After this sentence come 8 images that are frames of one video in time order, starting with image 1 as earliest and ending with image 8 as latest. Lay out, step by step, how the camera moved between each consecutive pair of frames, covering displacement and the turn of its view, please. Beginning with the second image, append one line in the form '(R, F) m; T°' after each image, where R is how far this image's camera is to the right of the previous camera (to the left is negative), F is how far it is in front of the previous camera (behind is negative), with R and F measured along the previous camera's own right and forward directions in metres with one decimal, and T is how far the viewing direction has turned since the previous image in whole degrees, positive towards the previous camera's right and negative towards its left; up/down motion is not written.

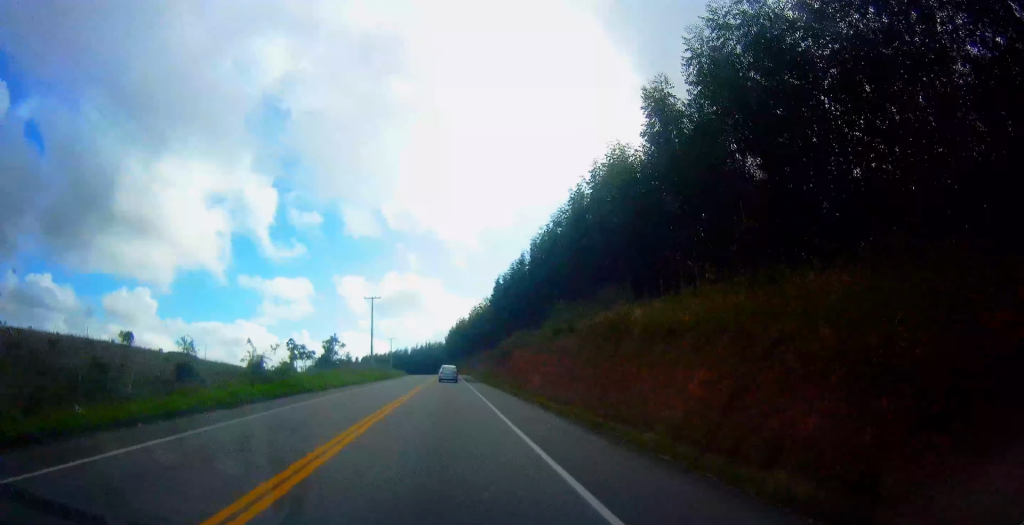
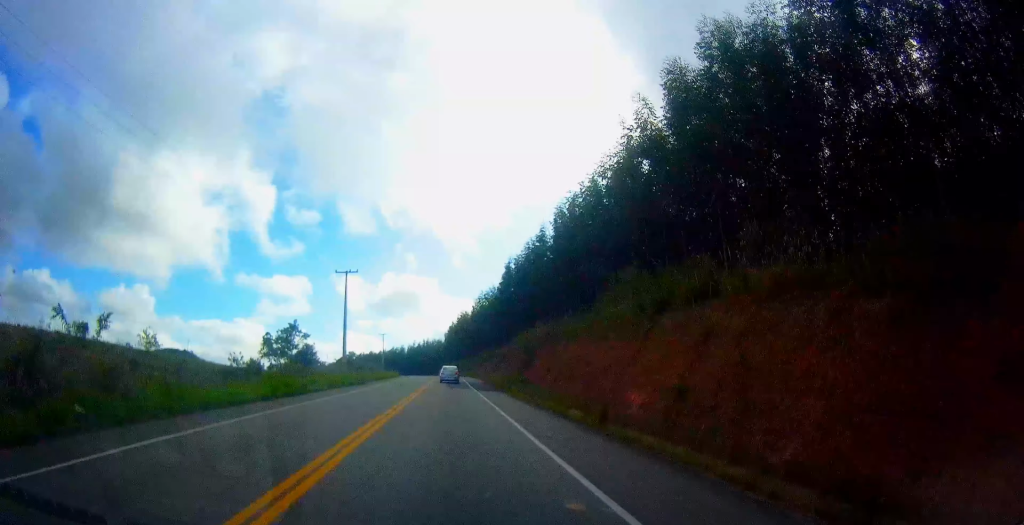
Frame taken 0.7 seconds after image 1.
(-0.4, +18.4) m; 0°
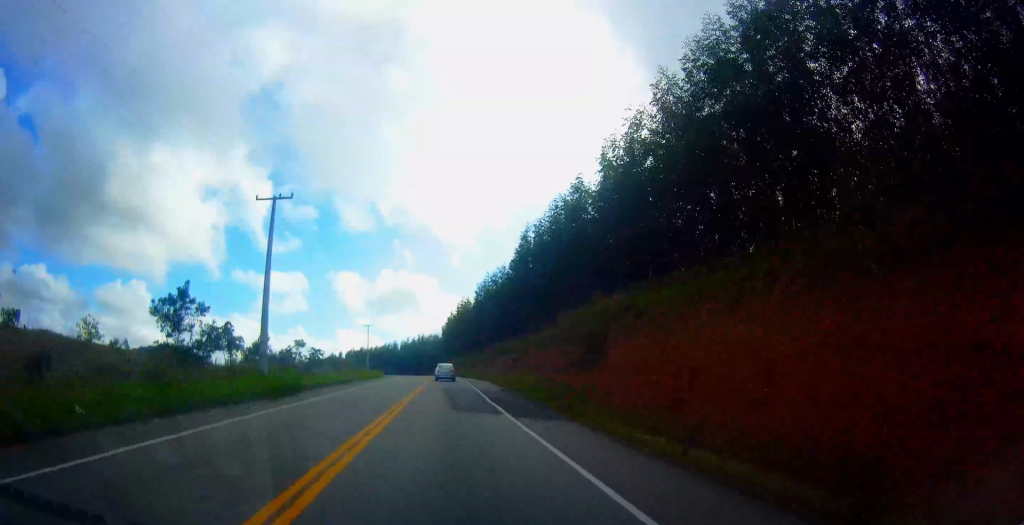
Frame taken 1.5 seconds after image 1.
(0.0, +21.8) m; 0°
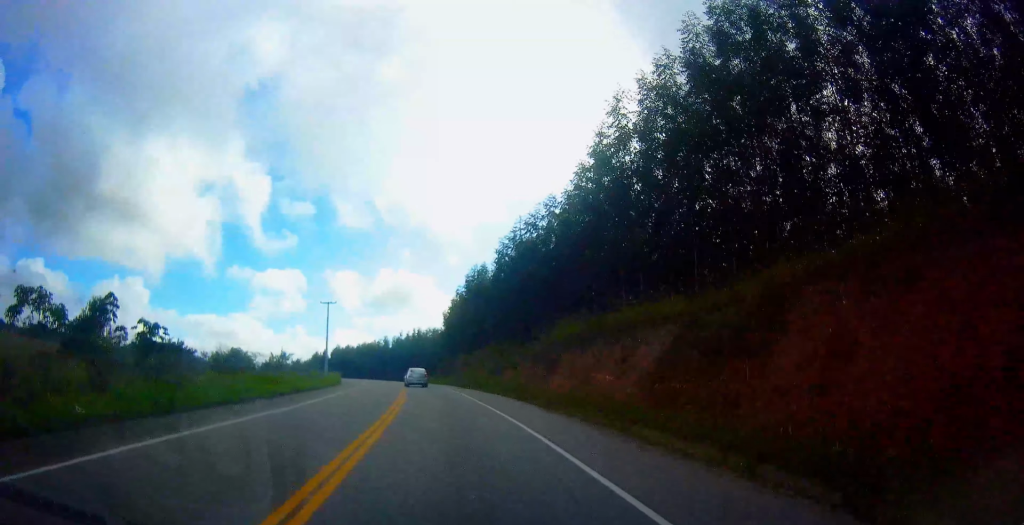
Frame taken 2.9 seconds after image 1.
(+0.2, +39.0) m; +1°
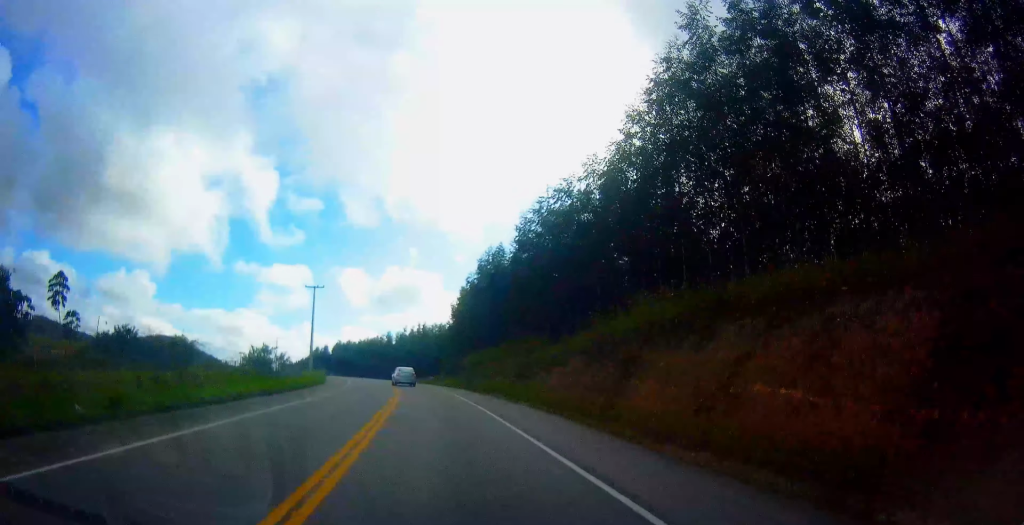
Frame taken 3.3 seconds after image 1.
(0.0, +11.4) m; 0°
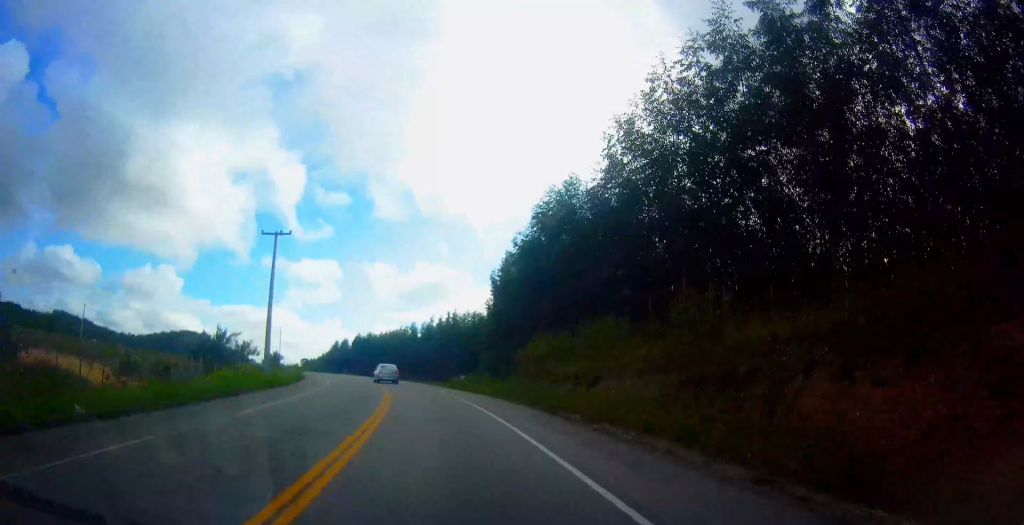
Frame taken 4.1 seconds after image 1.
(+0.1, +22.8) m; -1°
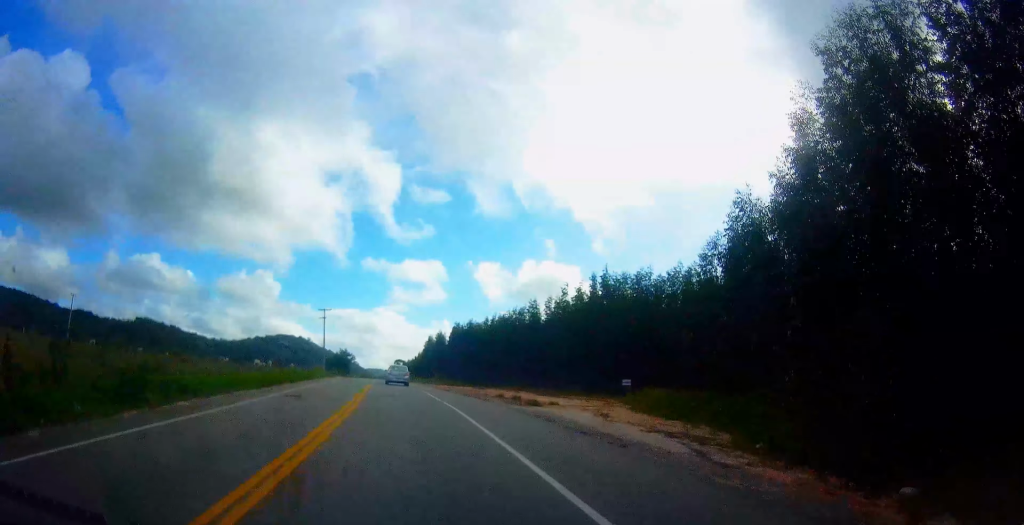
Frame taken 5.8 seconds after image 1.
(-1.3, +47.0) m; -3°
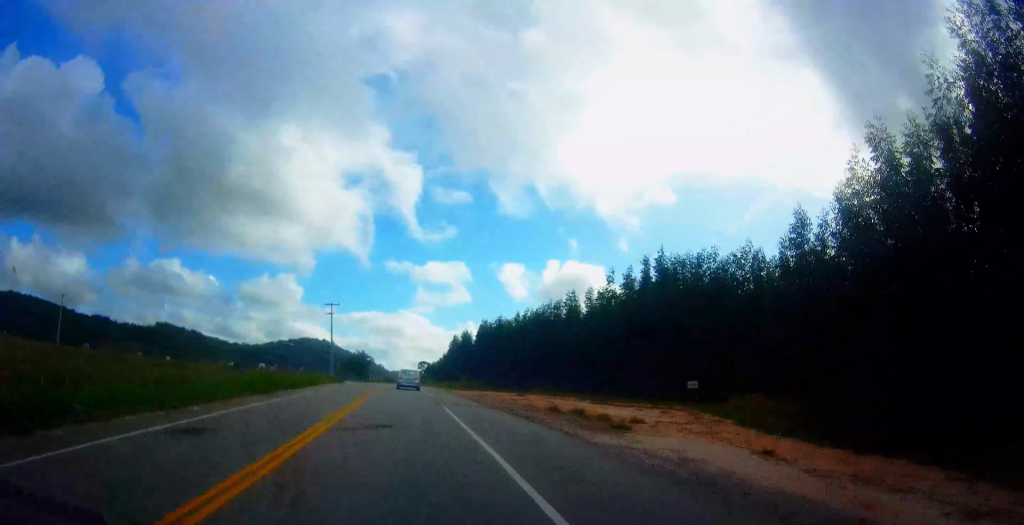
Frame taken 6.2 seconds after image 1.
(-0.1, +11.4) m; -2°
